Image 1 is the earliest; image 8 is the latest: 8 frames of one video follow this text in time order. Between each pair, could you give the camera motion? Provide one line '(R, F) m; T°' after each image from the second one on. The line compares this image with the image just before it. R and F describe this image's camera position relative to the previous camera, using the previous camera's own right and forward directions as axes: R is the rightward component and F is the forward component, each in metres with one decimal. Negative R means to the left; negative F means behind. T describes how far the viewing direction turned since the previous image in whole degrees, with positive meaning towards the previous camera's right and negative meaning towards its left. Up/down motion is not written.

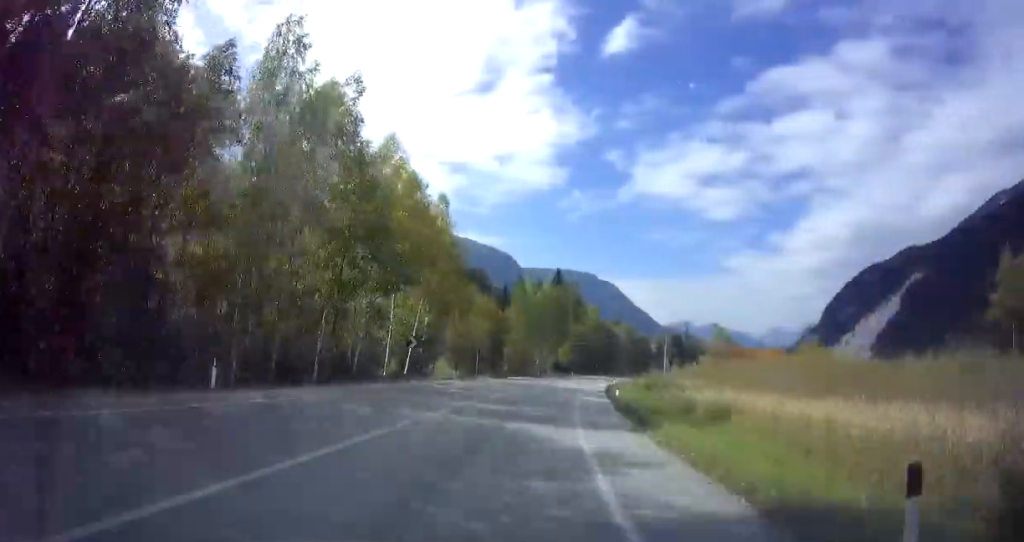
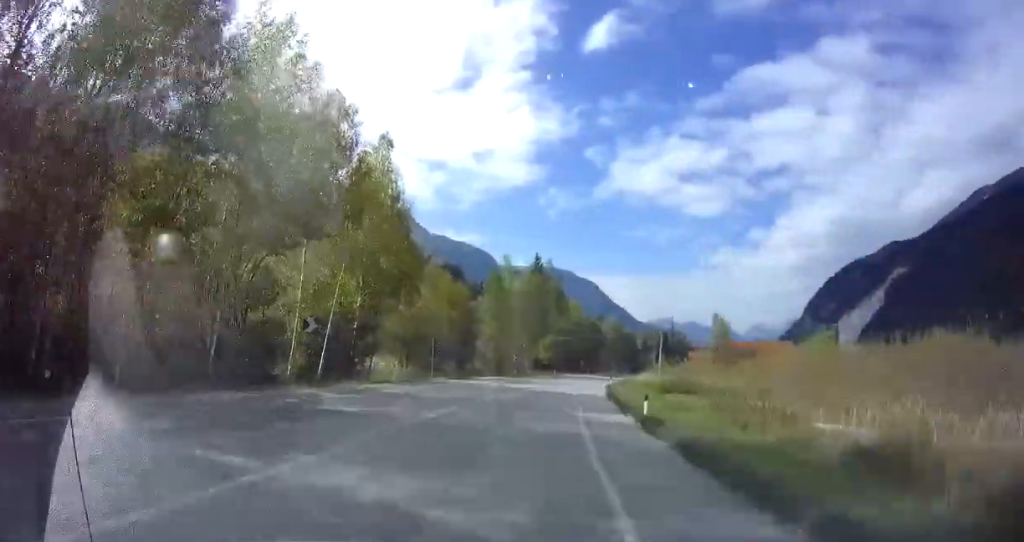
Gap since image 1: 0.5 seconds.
(0.0, +12.5) m; +2°
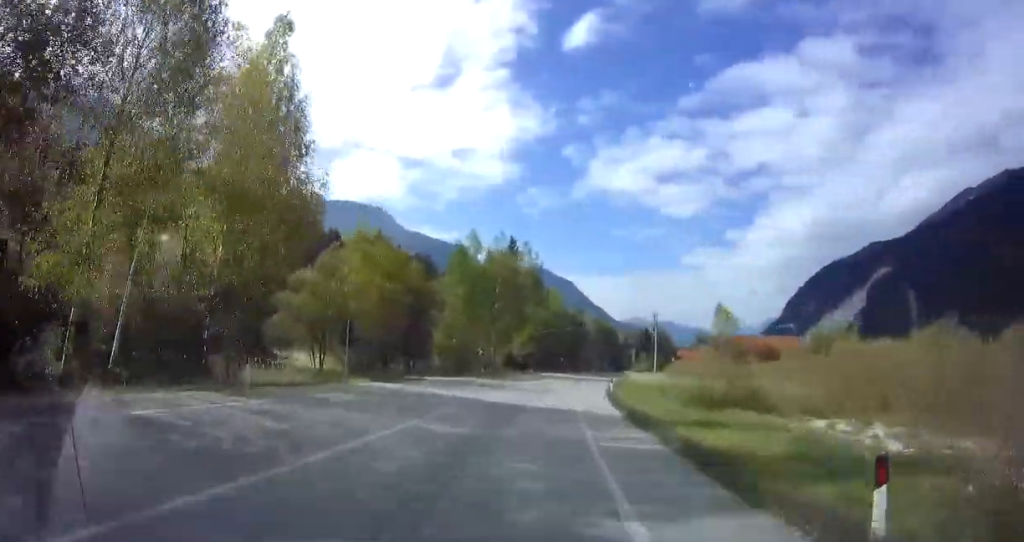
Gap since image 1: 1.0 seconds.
(+0.5, +13.1) m; +2°
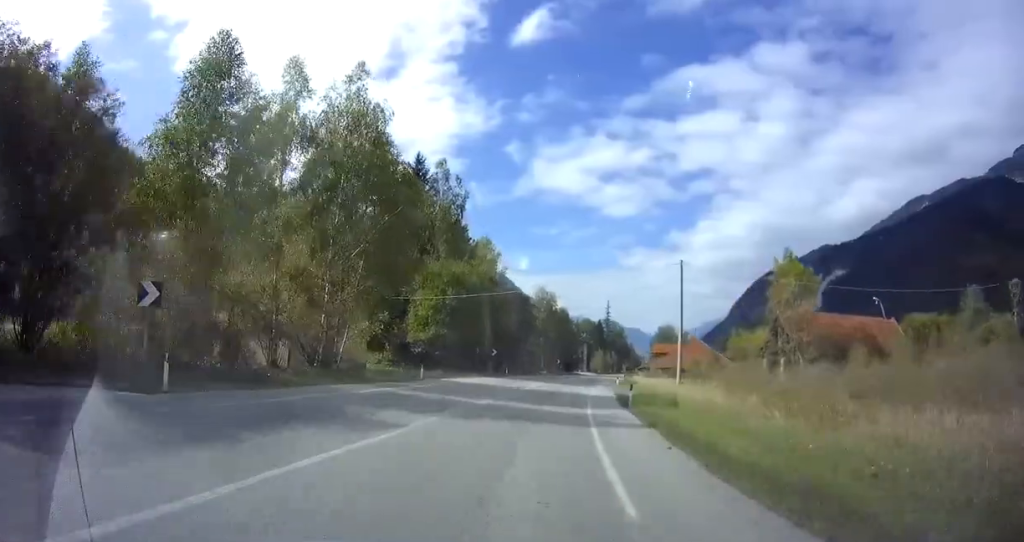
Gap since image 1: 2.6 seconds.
(+2.2, +38.8) m; +7°
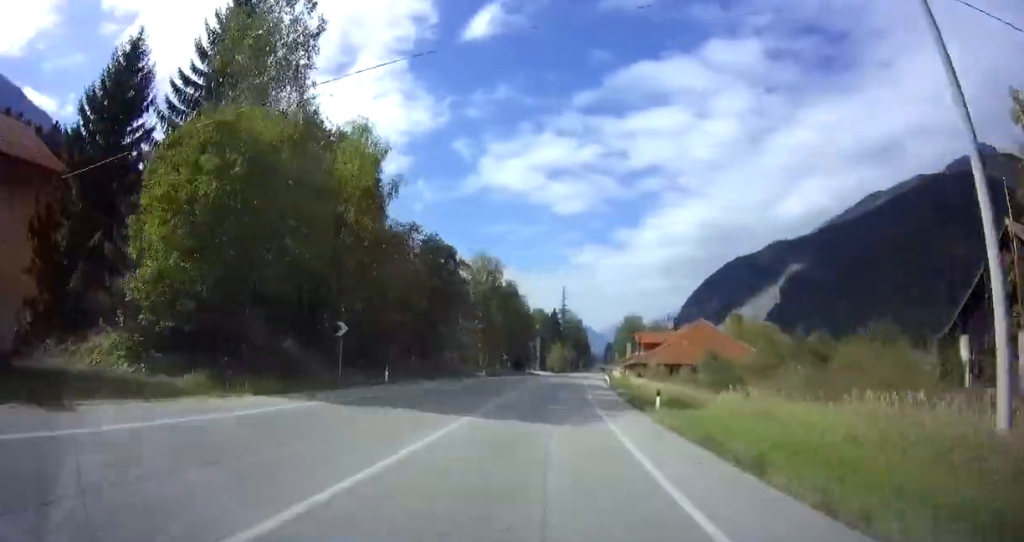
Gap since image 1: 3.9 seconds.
(+1.9, +31.1) m; +6°
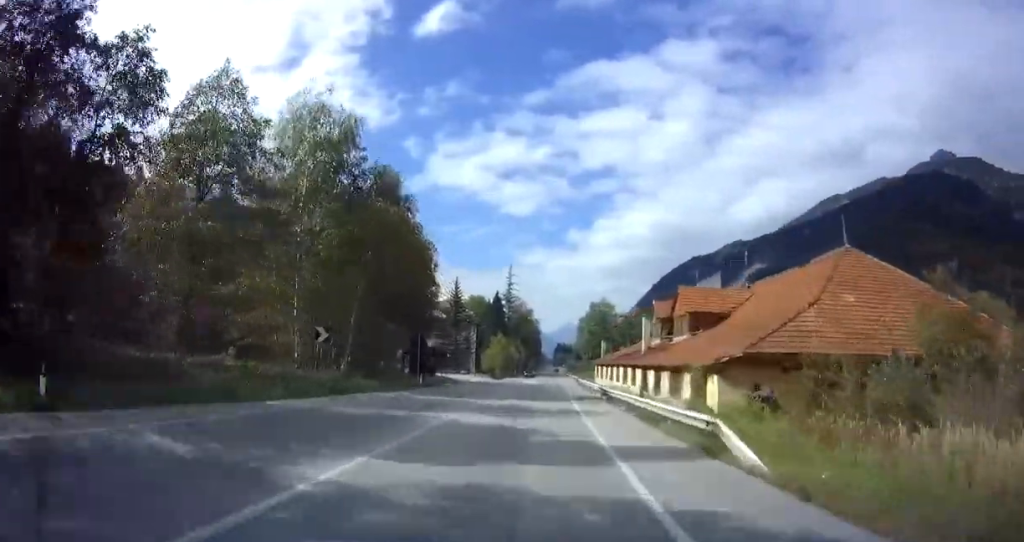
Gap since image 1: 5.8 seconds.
(+2.0, +44.0) m; +4°
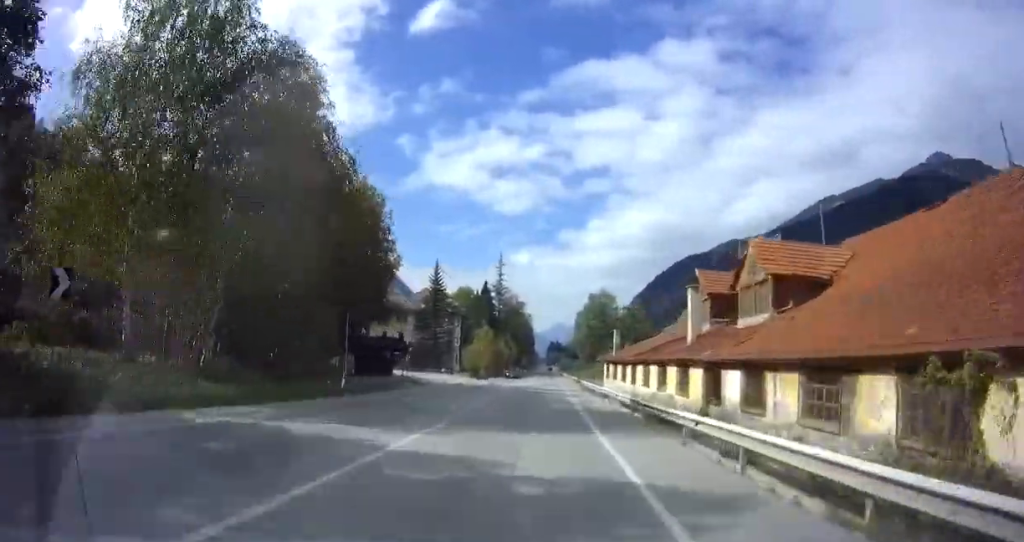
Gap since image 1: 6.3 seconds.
(+0.4, +12.9) m; 0°
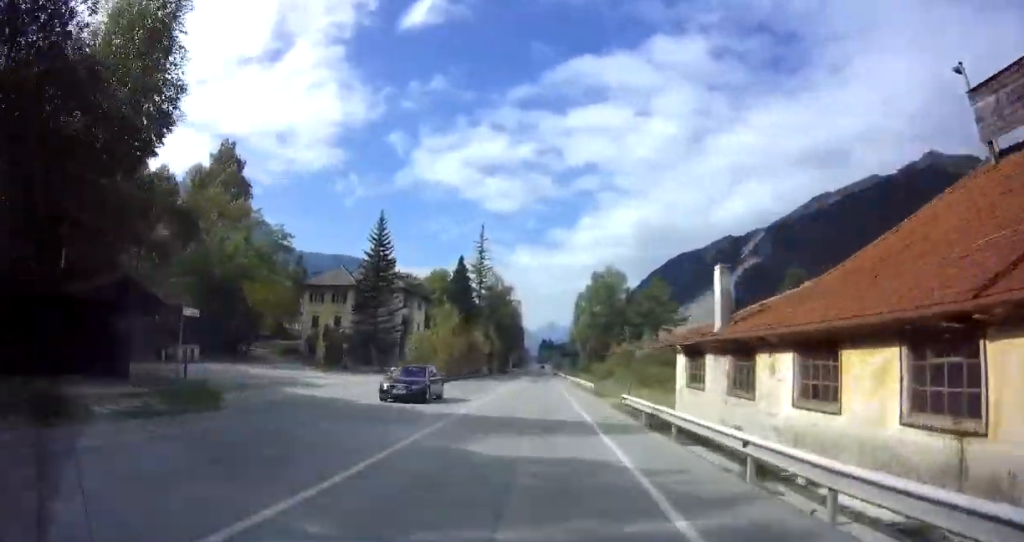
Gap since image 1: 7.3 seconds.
(-0.2, +25.4) m; +1°
